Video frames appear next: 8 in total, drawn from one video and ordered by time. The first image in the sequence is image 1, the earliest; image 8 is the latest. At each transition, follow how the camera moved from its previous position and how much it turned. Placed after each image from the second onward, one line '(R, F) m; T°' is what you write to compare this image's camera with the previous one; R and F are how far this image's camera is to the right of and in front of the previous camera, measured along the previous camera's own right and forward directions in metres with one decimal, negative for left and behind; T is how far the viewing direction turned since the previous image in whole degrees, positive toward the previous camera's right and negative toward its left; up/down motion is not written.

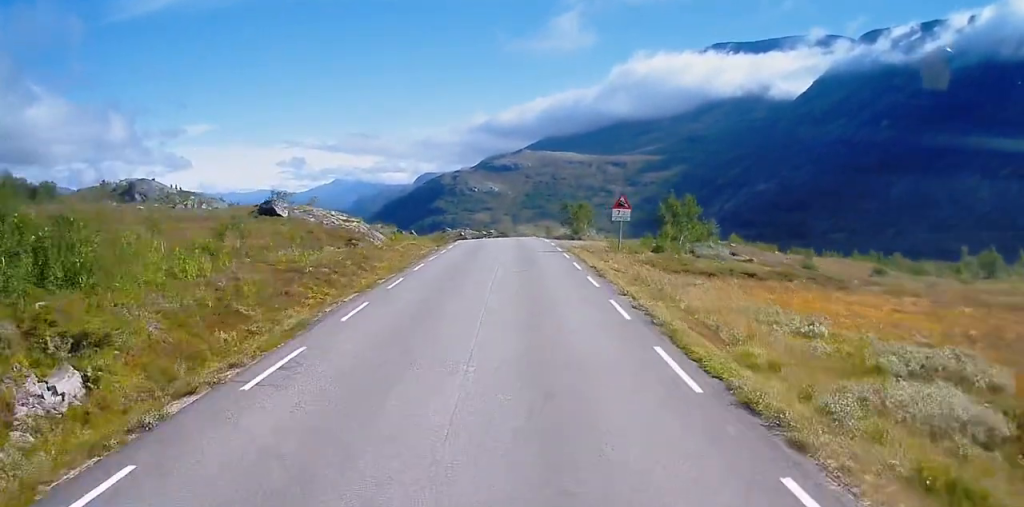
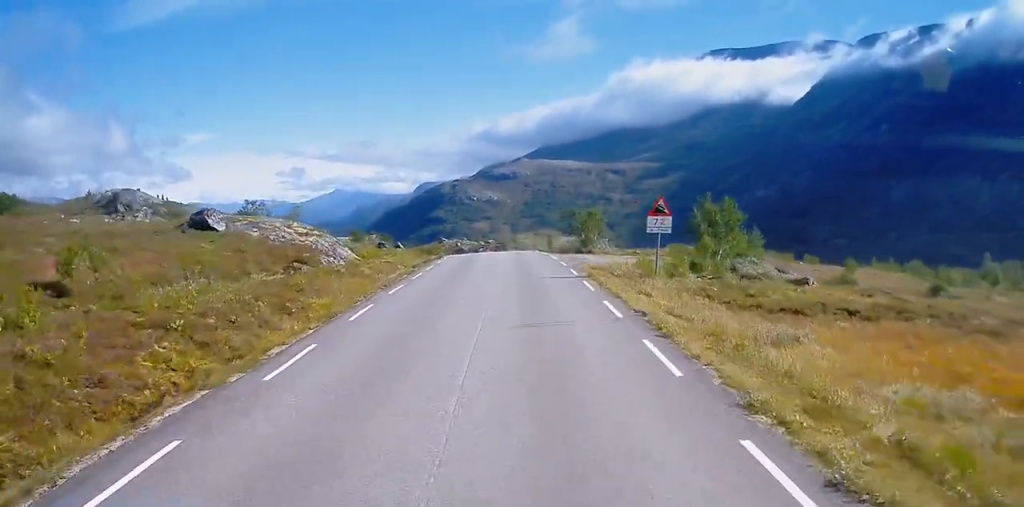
(+0.1, +10.8) m; 0°
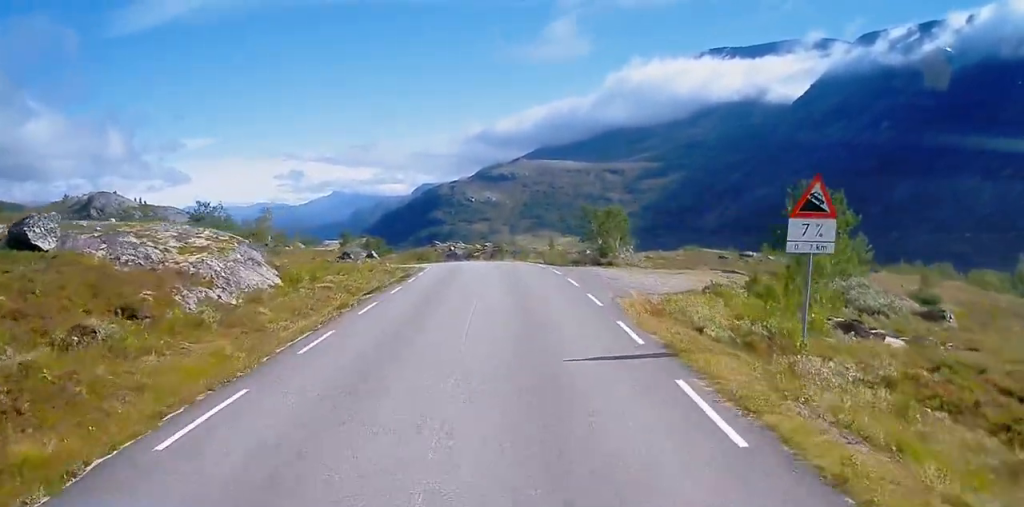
(-0.2, +15.2) m; -1°
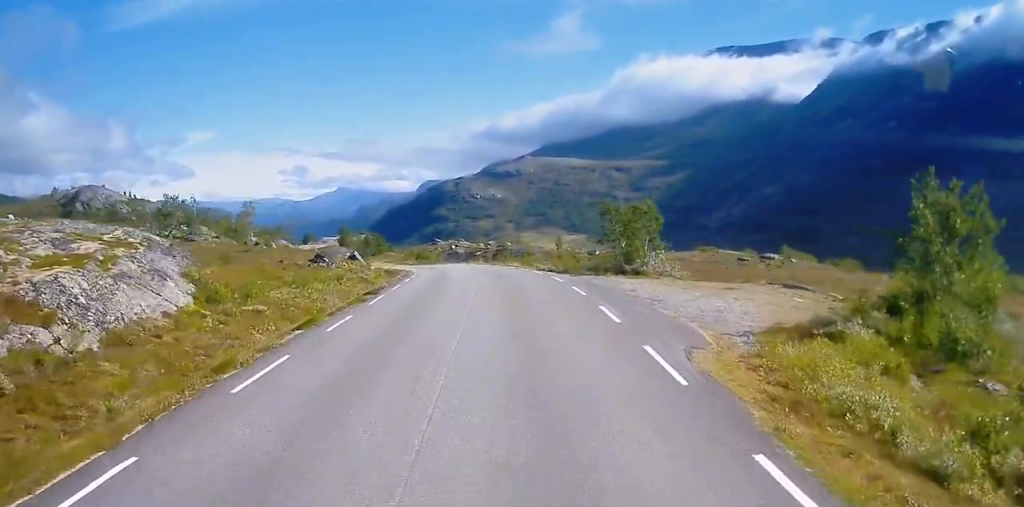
(+0.1, +9.3) m; -1°
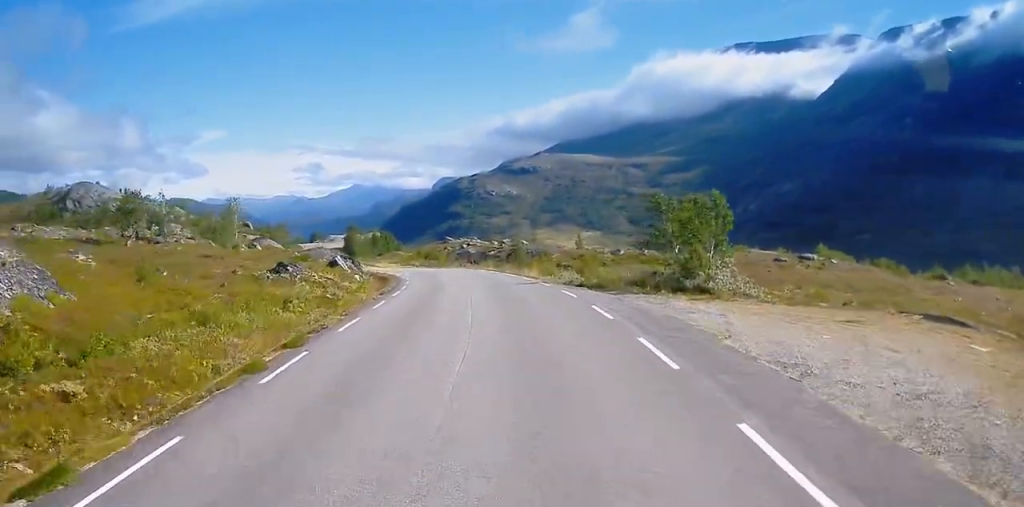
(-0.3, +11.1) m; -2°
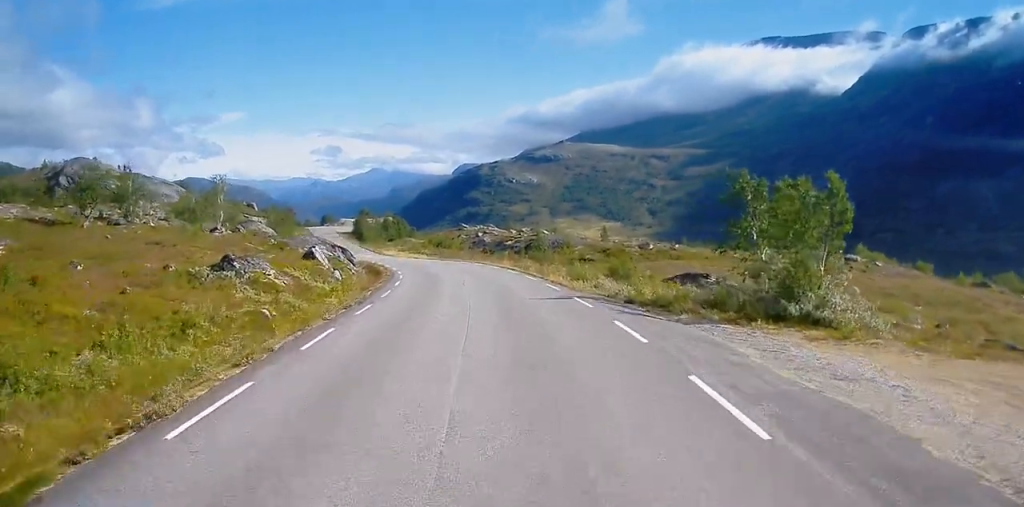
(-0.2, +9.8) m; -1°
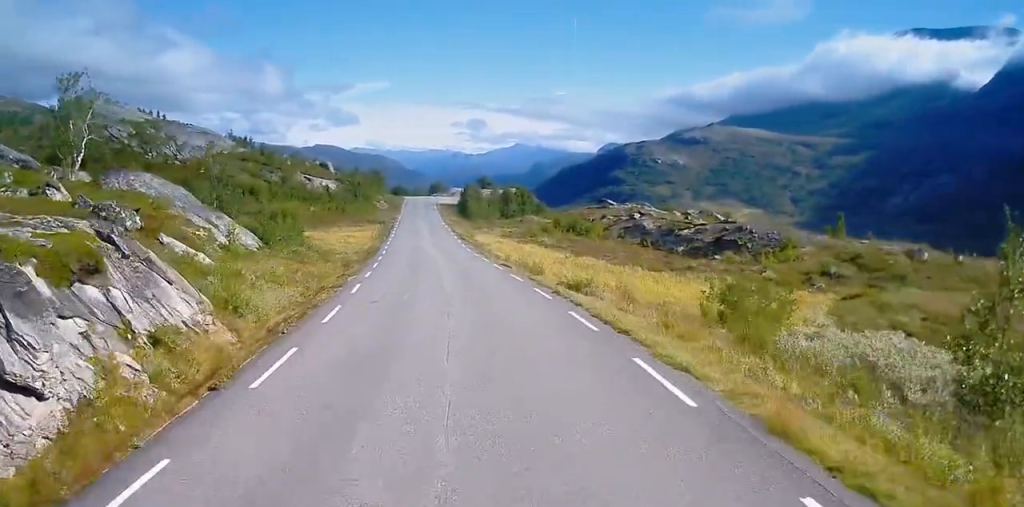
(-2.9, +46.3) m; -10°
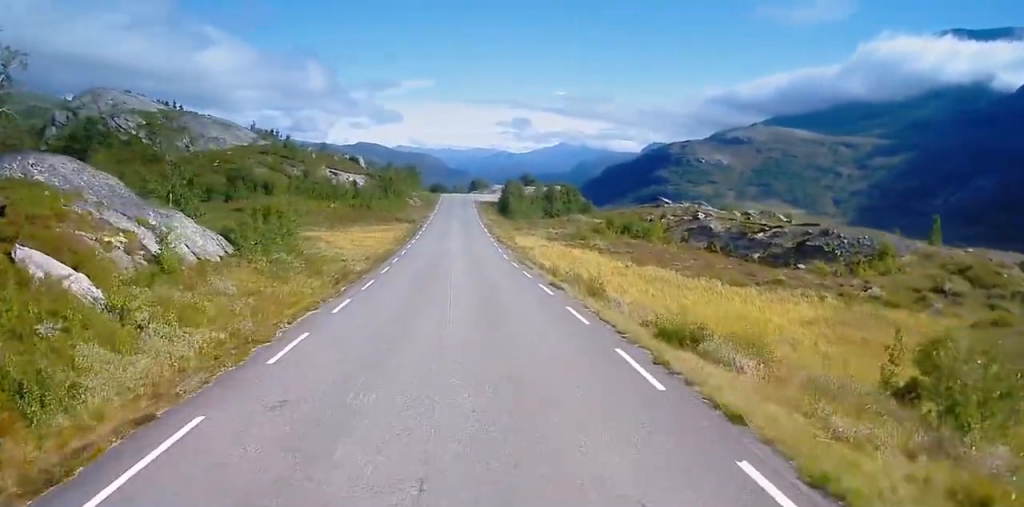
(-0.4, +10.8) m; -2°
